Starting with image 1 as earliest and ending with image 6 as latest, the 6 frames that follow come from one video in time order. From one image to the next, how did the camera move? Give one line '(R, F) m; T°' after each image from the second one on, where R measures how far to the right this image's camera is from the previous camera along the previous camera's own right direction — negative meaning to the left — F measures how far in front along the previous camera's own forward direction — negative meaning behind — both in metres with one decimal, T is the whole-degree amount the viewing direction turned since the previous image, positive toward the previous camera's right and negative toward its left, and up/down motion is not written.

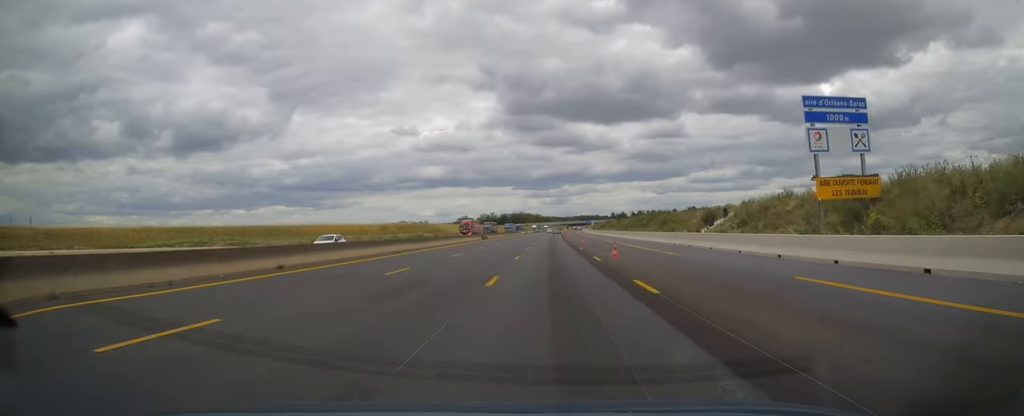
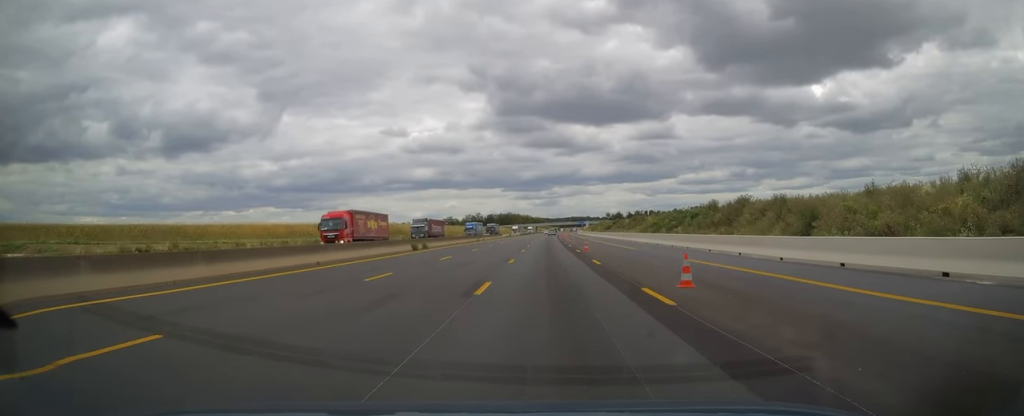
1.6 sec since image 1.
(+0.2, +40.4) m; +1°
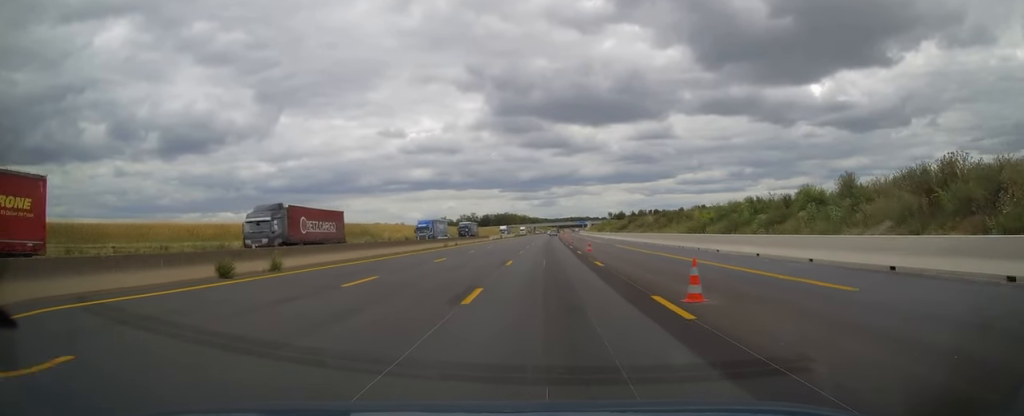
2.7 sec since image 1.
(+0.1, +27.5) m; 0°
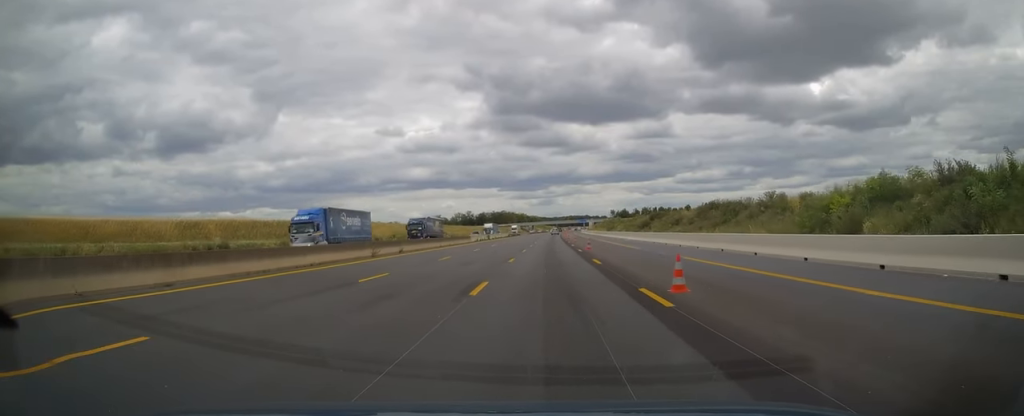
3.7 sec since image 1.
(0.0, +24.5) m; 0°
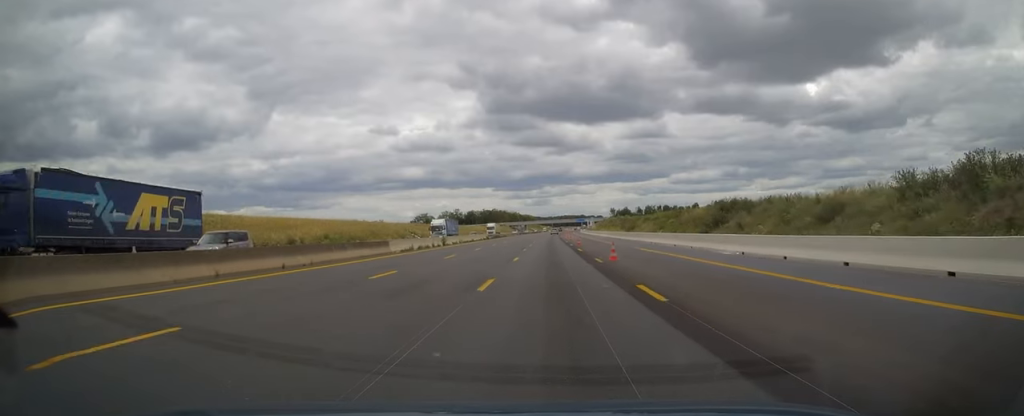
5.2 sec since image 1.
(+0.1, +38.1) m; +1°
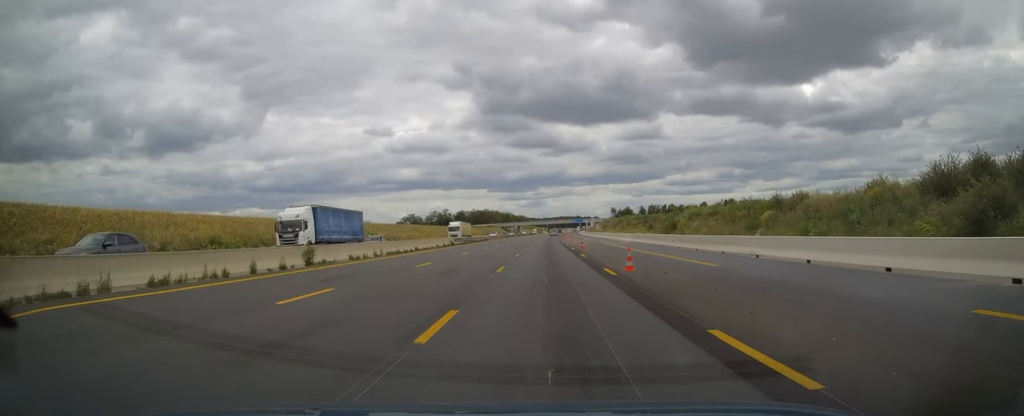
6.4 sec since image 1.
(+0.1, +32.1) m; 0°
